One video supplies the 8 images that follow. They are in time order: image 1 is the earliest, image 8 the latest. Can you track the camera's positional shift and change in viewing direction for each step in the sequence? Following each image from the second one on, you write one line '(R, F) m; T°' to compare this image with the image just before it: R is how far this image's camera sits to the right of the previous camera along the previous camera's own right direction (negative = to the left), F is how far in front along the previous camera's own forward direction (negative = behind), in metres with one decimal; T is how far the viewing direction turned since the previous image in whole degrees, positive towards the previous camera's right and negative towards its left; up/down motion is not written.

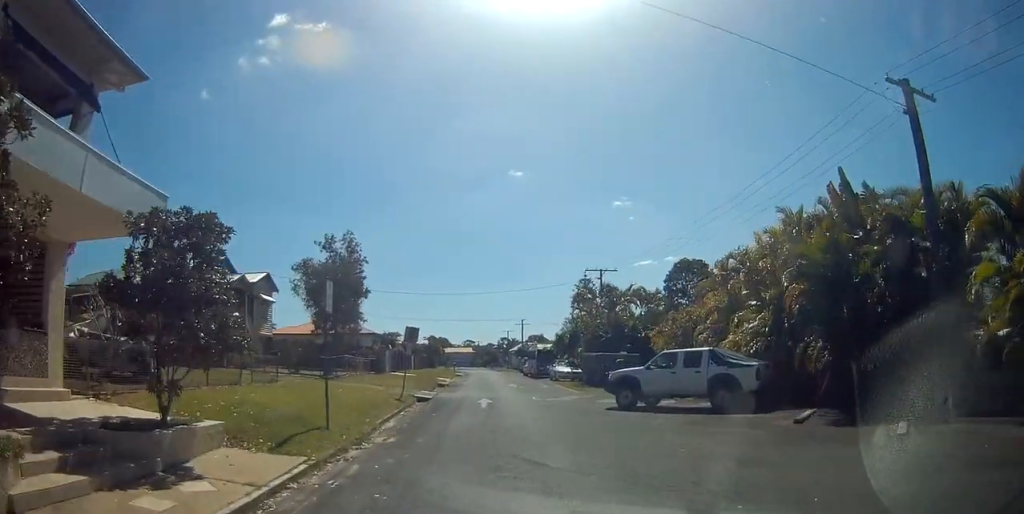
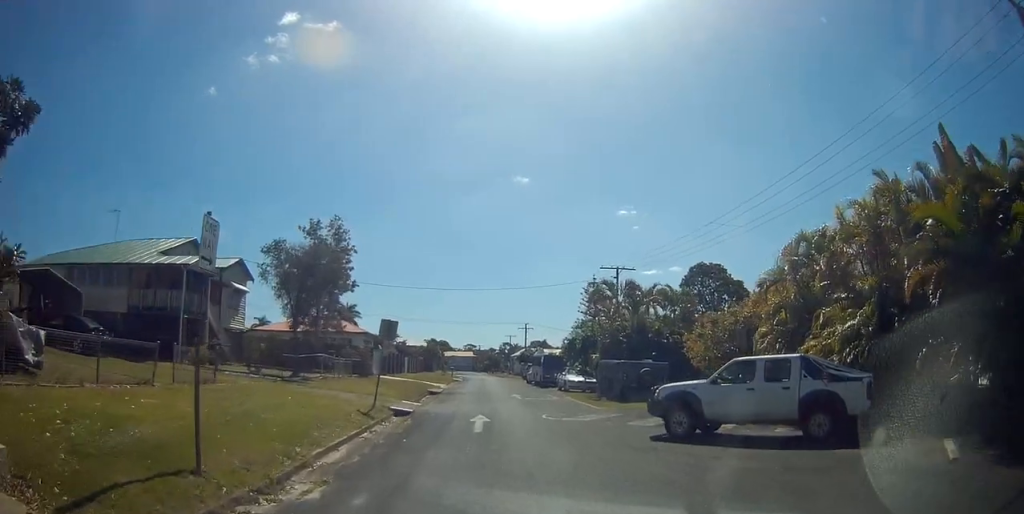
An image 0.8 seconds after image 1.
(-0.3, +5.1) m; -1°
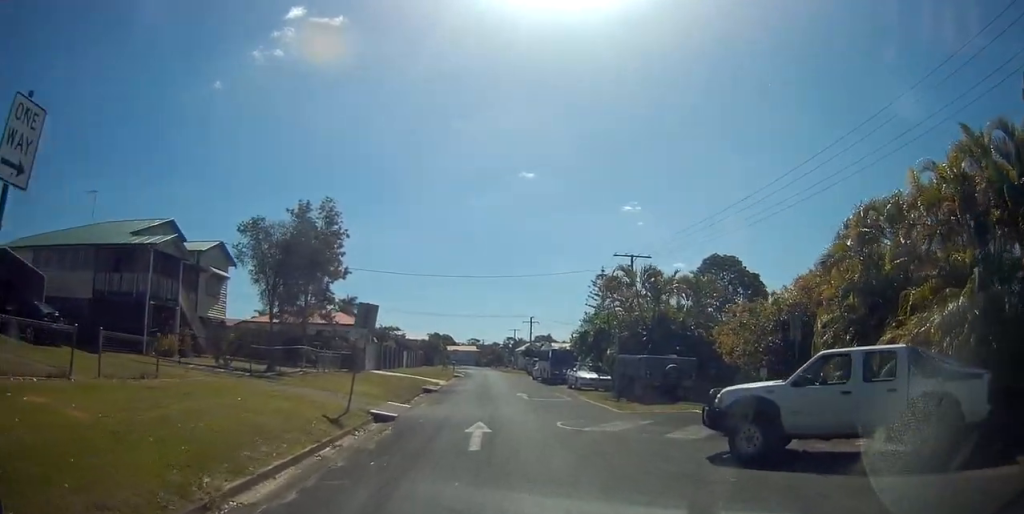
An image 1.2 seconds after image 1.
(+0.1, +3.4) m; +2°
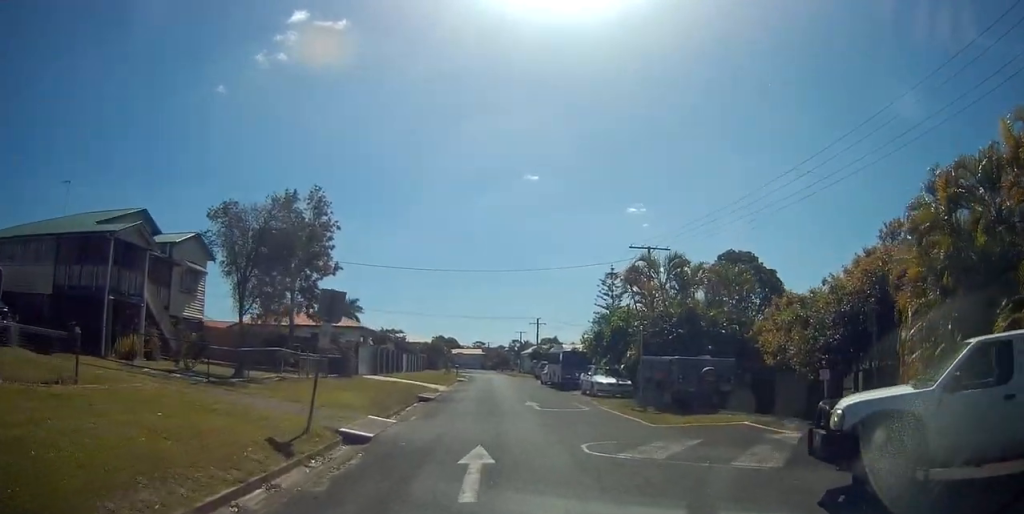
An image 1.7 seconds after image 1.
(0.0, +3.3) m; +2°
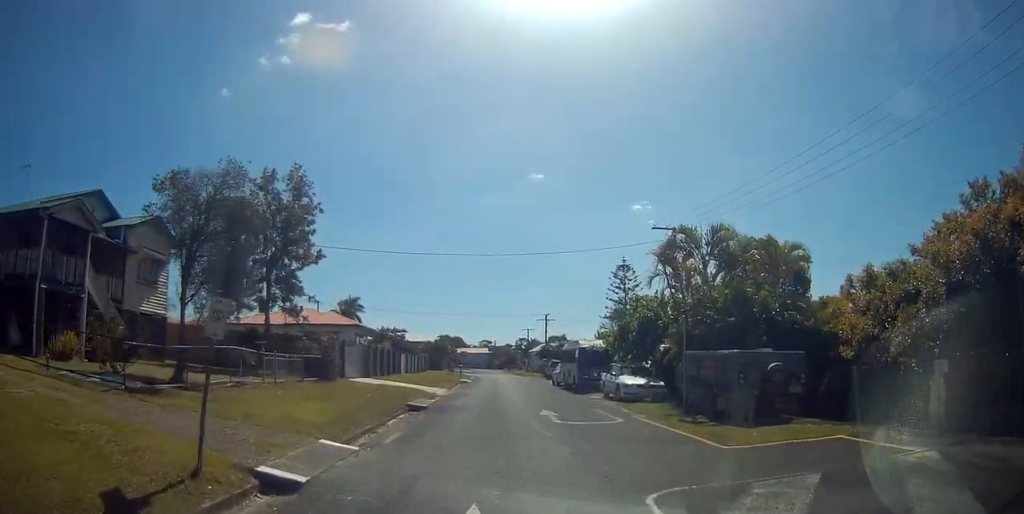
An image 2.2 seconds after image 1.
(+0.1, +4.4) m; -2°
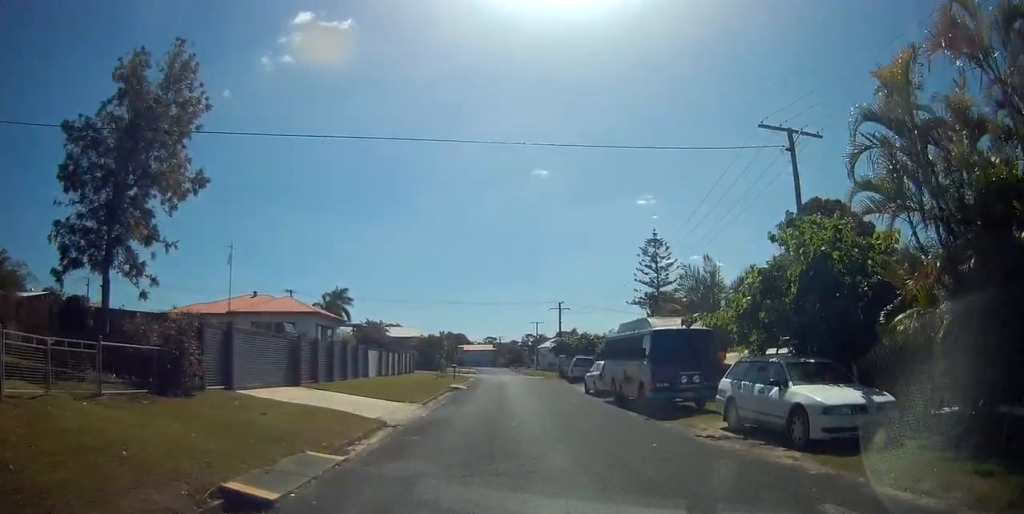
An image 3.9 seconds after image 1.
(-0.6, +13.5) m; -1°
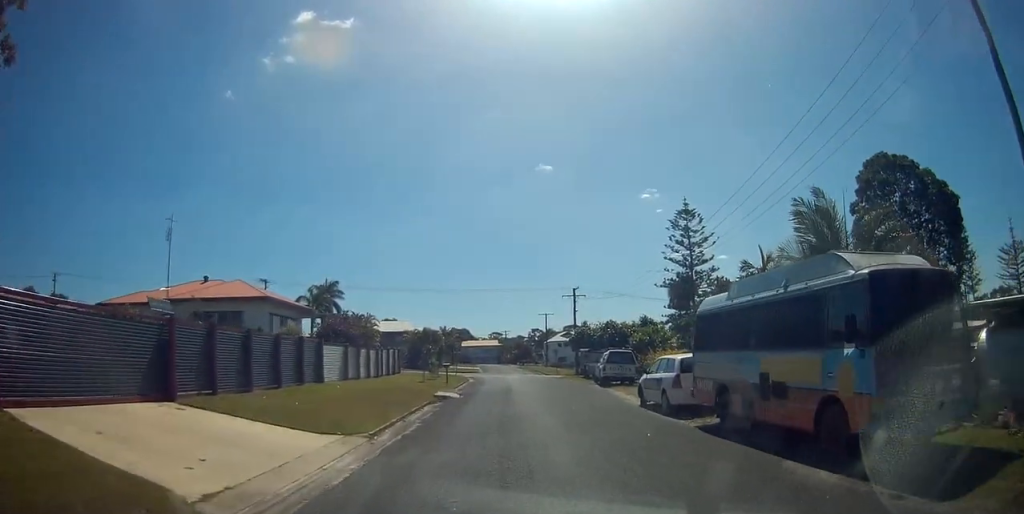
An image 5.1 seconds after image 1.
(+0.4, +9.9) m; +1°
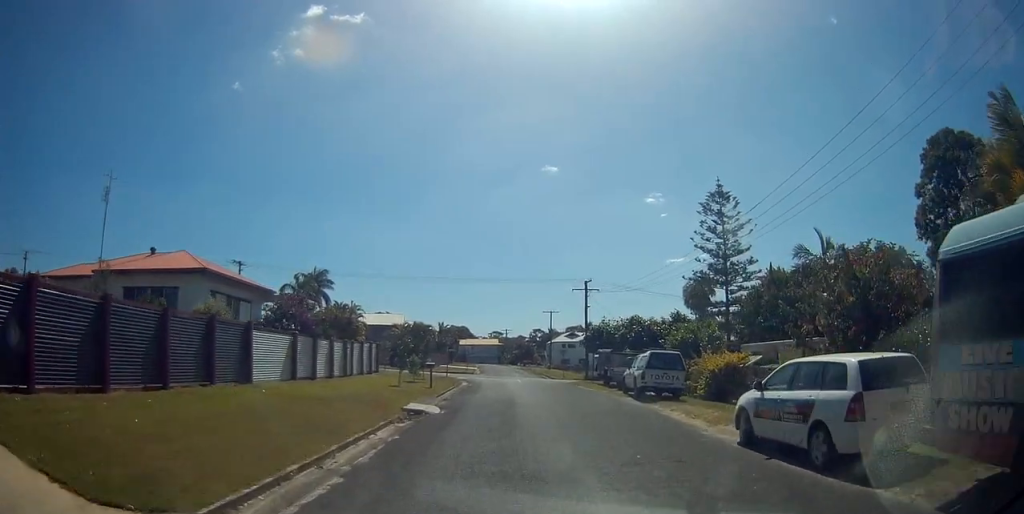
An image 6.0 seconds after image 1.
(-0.2, +7.5) m; 0°
